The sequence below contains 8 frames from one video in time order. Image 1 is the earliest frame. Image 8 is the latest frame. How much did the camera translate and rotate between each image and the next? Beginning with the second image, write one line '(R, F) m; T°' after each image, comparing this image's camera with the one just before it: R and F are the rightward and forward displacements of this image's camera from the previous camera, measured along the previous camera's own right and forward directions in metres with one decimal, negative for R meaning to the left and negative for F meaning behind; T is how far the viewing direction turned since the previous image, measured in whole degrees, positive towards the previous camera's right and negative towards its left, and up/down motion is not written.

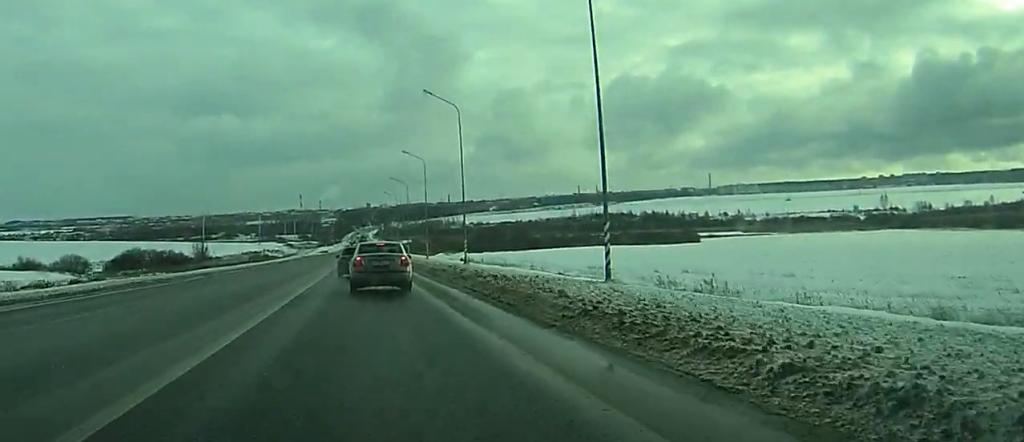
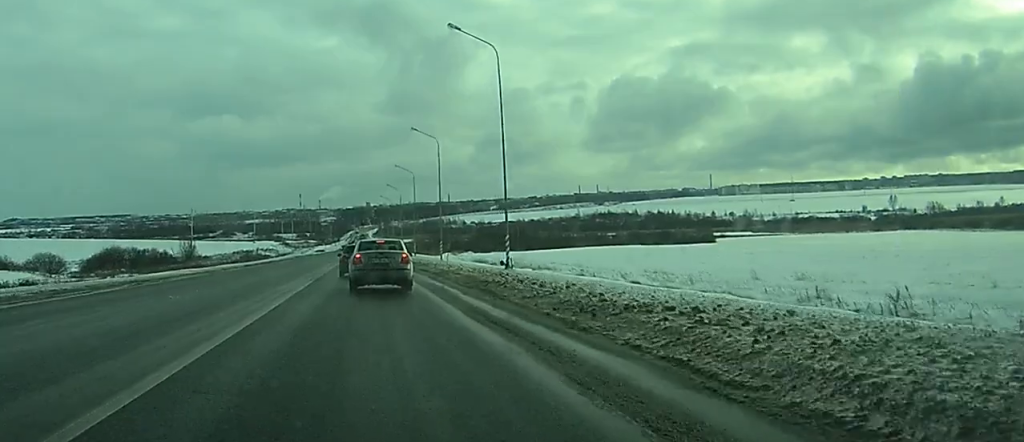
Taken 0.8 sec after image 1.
(0.0, +18.1) m; 0°
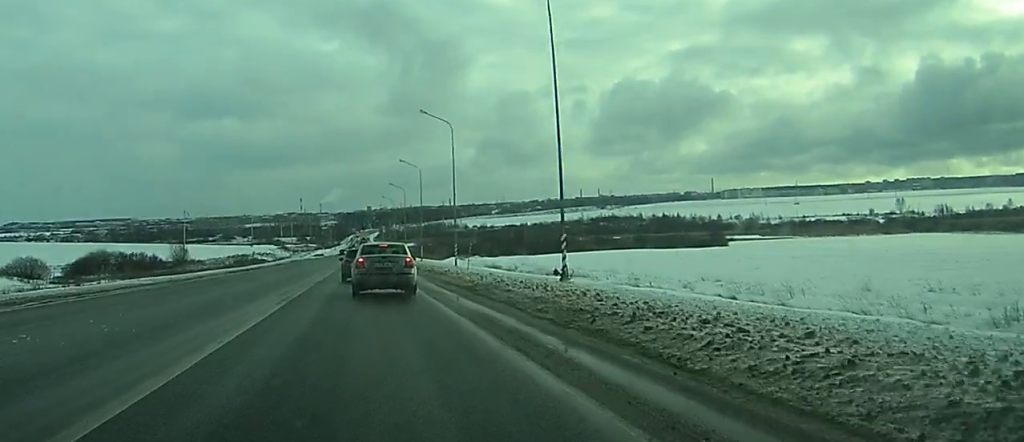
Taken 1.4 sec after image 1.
(0.0, +11.9) m; +1°
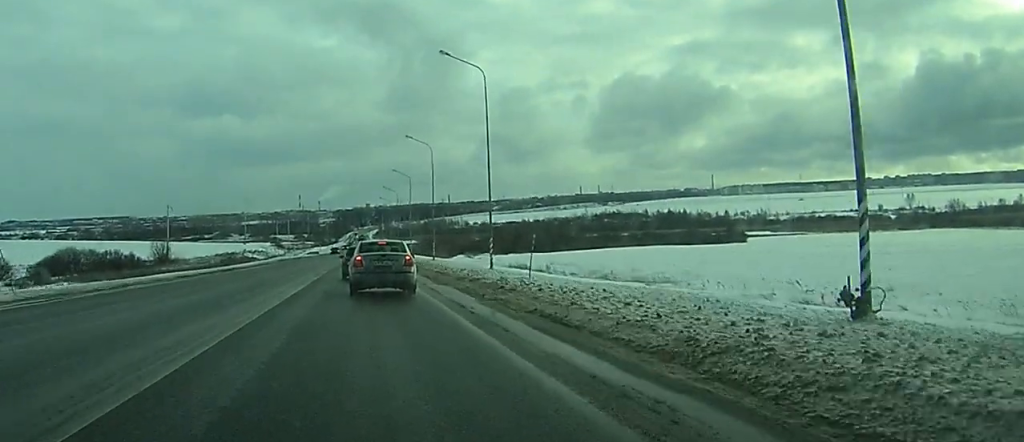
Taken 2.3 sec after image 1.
(+0.2, +19.2) m; 0°
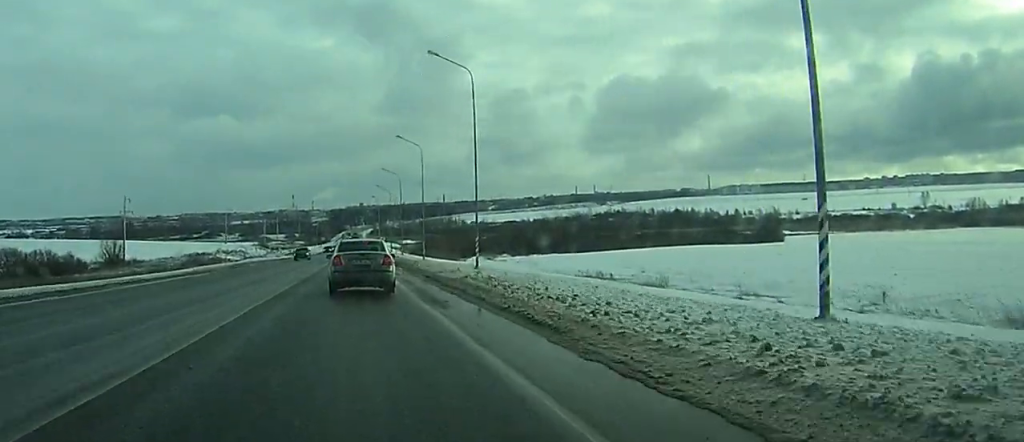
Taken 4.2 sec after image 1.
(-0.5, +35.6) m; -1°
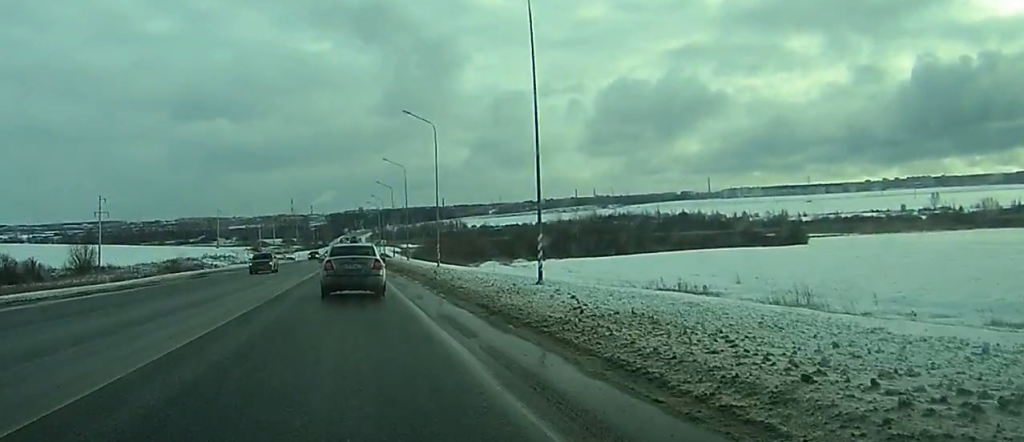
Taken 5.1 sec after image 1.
(+0.2, +17.2) m; +1°
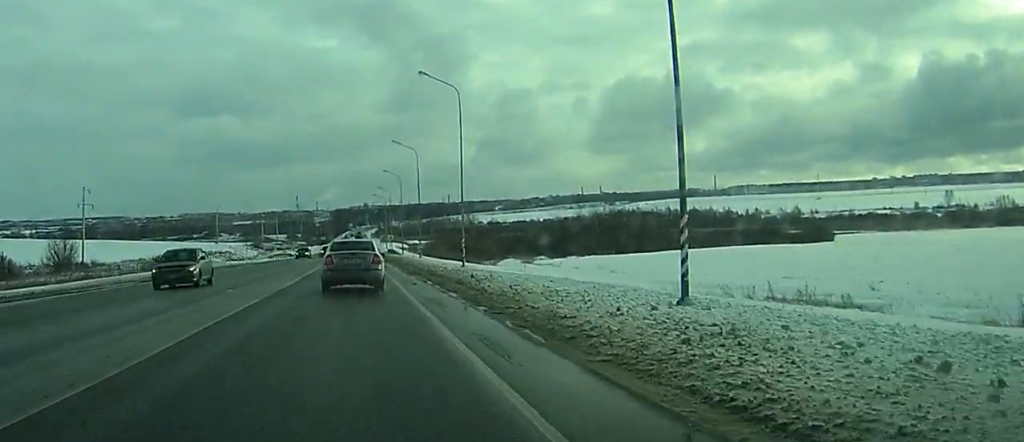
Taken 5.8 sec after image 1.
(0.0, +13.2) m; 0°
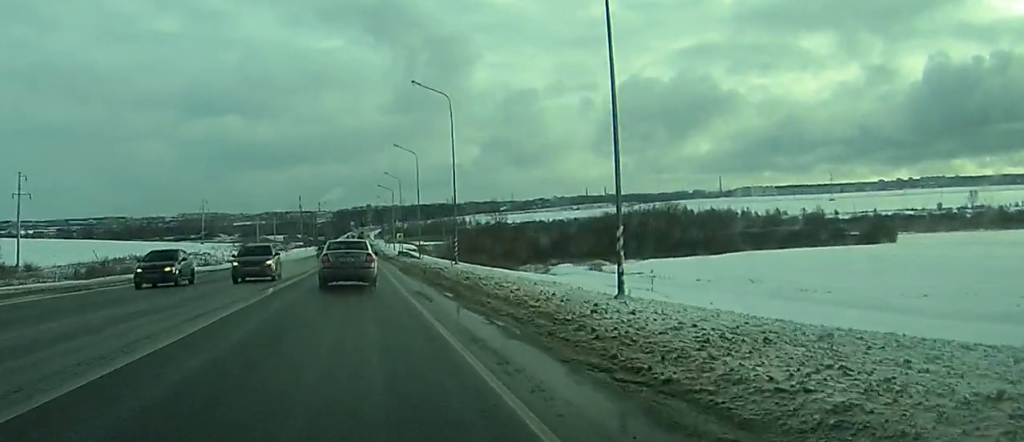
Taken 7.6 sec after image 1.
(0.0, +30.8) m; -1°
